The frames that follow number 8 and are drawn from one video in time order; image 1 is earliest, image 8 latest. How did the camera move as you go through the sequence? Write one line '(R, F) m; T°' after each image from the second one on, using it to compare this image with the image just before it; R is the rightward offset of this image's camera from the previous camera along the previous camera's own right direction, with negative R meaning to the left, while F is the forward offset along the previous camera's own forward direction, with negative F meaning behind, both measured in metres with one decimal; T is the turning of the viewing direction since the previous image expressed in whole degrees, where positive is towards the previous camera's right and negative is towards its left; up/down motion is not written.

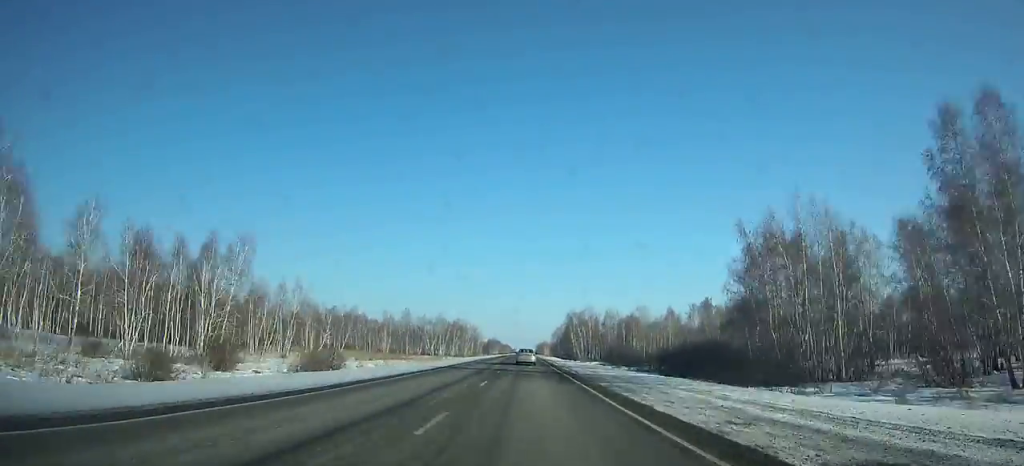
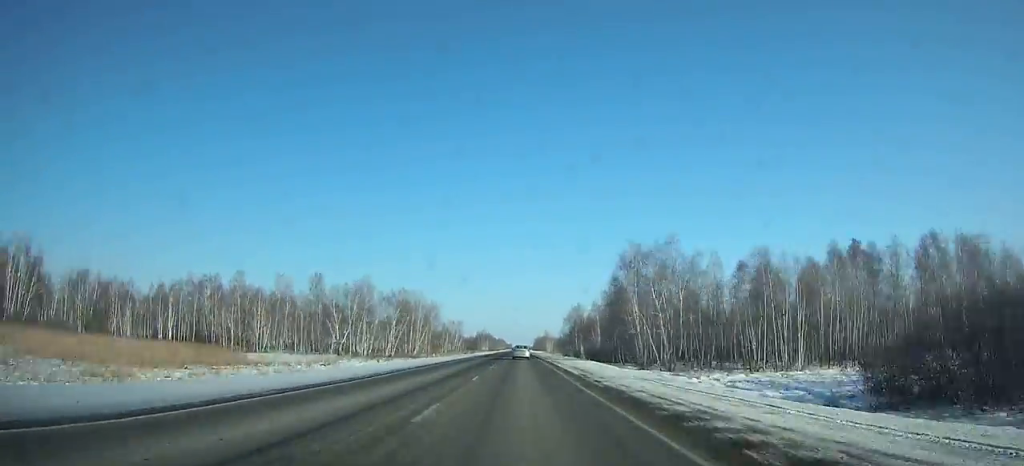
(-0.1, +94.7) m; 0°
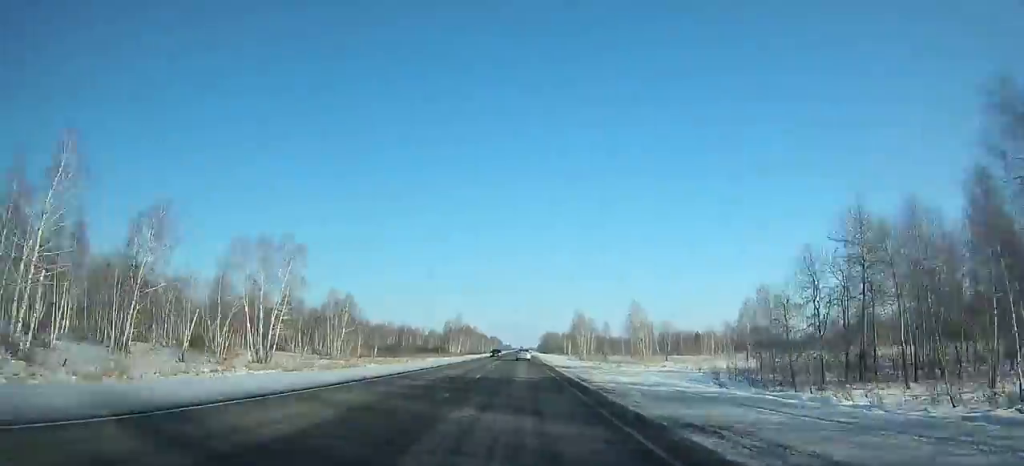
(+0.4, +175.5) m; 0°
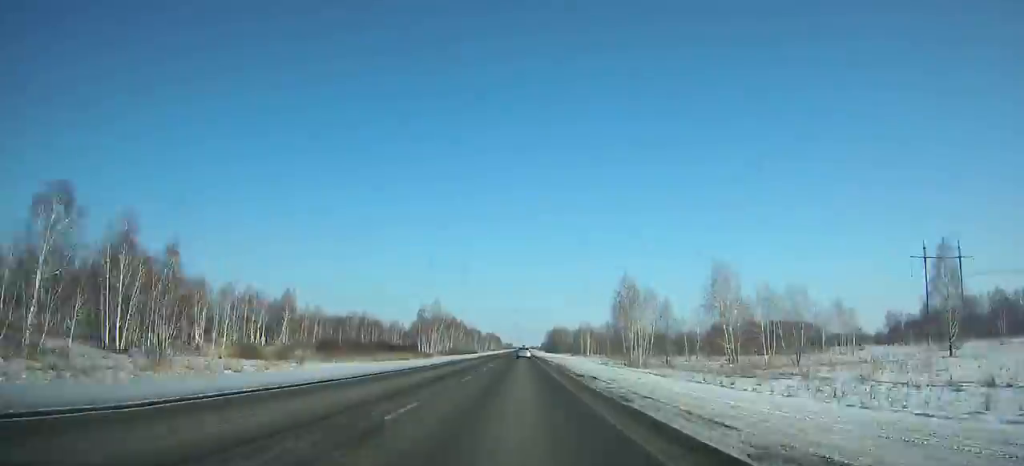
(+0.1, +63.1) m; 0°
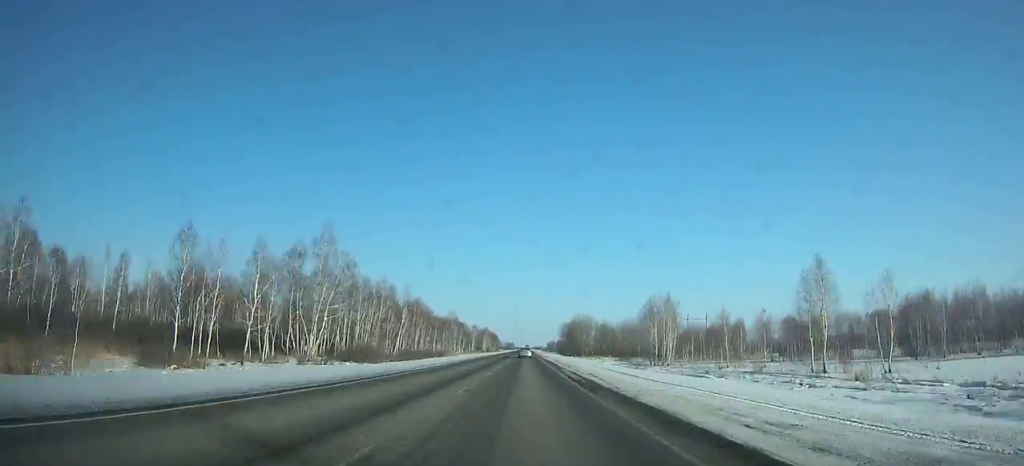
(-0.2, +101.0) m; 0°
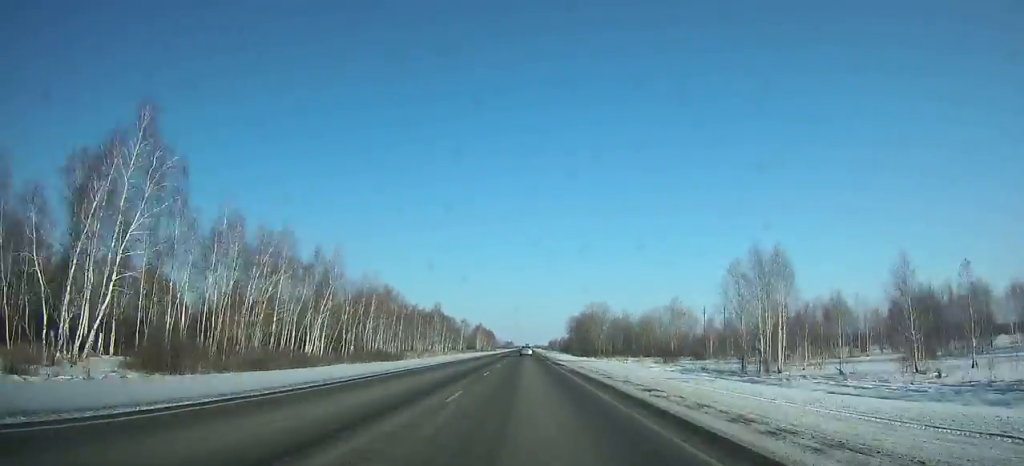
(-0.1, +37.6) m; 0°
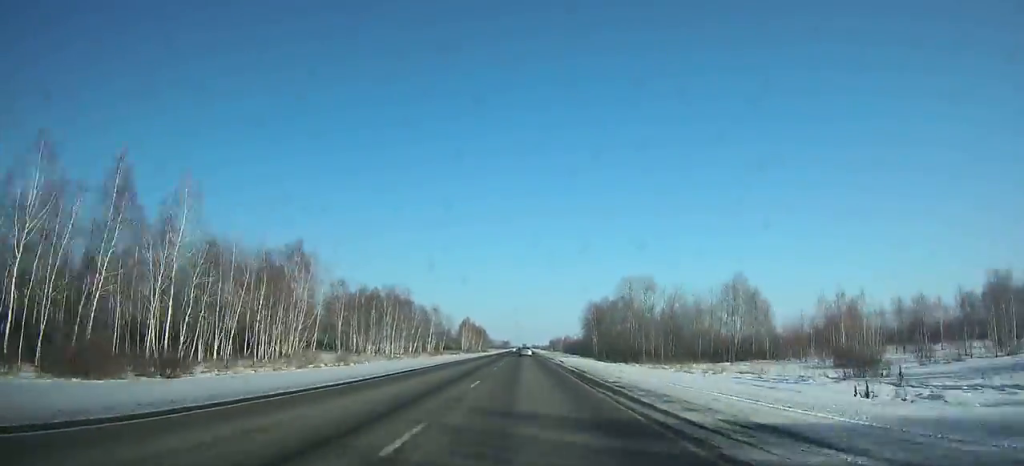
(+0.1, +55.2) m; 0°
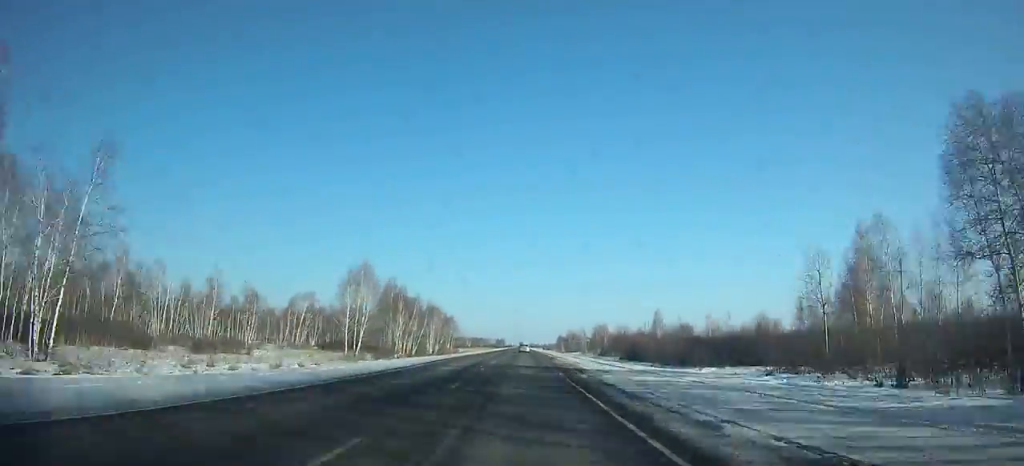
(+0.4, +134.4) m; 0°
